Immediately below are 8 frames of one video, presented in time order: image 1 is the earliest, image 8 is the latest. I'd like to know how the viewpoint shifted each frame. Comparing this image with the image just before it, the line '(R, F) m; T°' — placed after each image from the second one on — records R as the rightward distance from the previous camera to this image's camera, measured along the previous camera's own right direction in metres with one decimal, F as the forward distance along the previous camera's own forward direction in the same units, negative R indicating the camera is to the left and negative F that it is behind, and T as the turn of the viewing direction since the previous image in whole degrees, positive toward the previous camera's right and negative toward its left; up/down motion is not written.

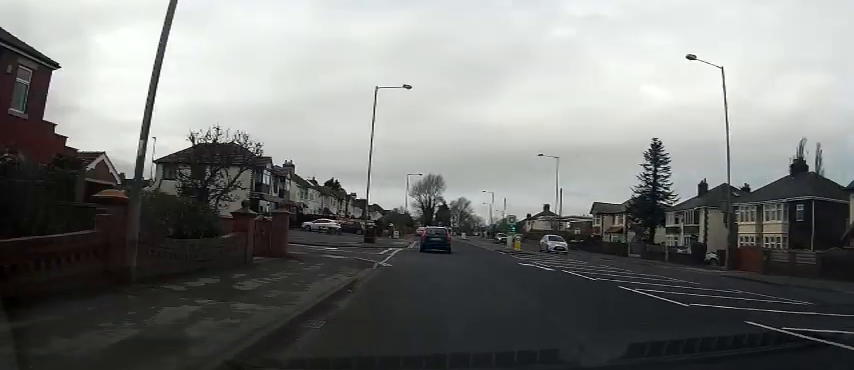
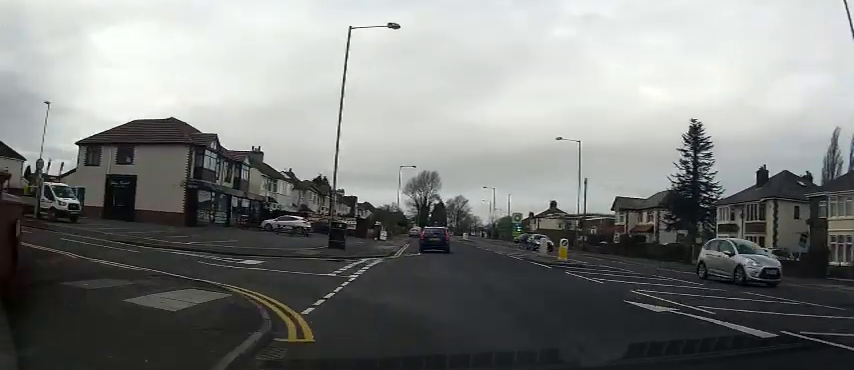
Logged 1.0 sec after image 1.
(+0.1, +12.6) m; 0°
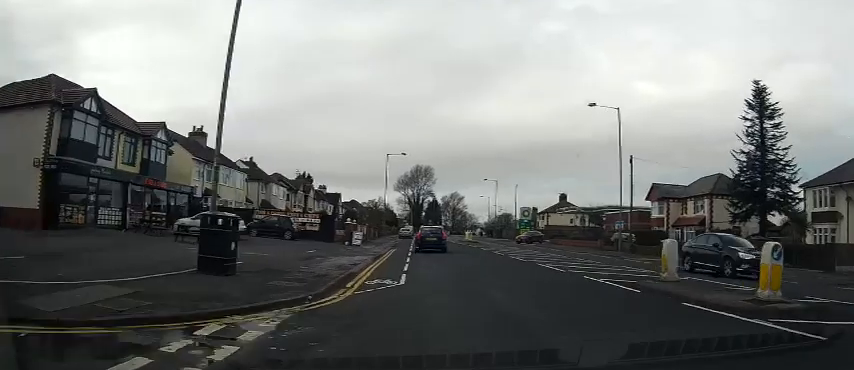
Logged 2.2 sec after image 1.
(0.0, +14.8) m; 0°
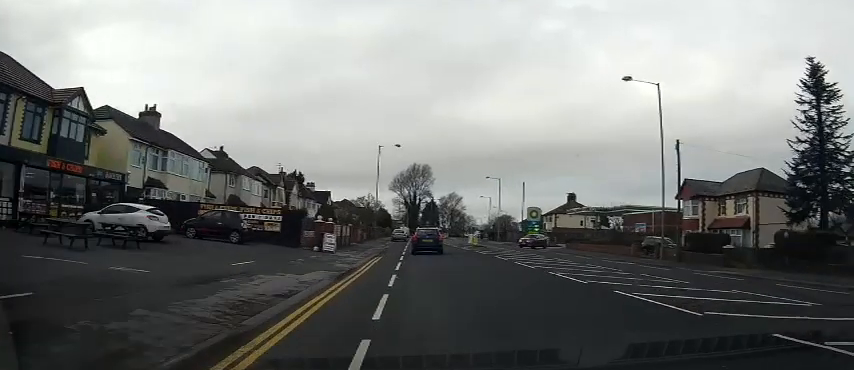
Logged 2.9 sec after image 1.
(0.0, +9.0) m; 0°
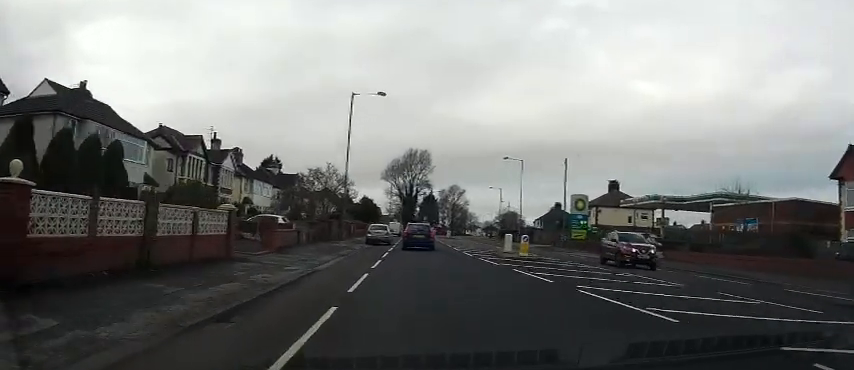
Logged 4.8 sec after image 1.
(-0.1, +24.6) m; 0°
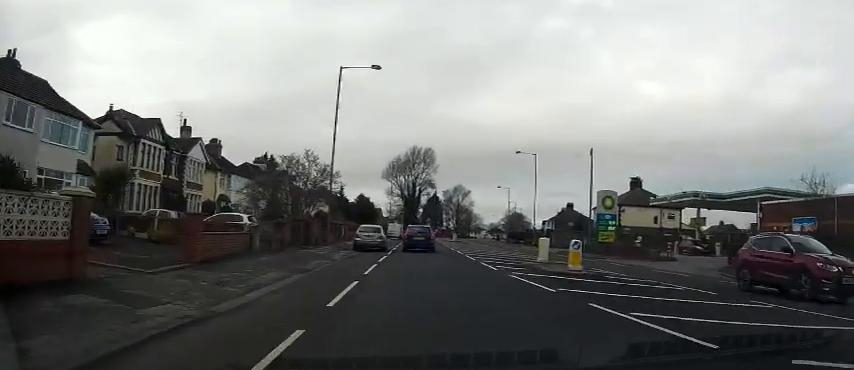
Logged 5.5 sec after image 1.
(0.0, +7.7) m; 0°
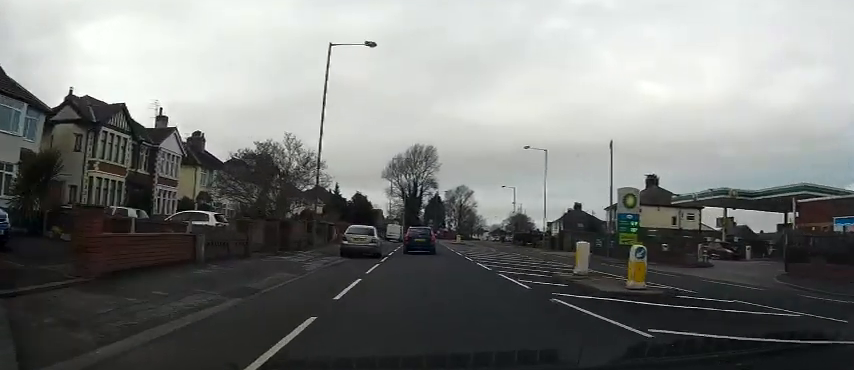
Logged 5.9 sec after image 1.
(0.0, +5.1) m; 0°
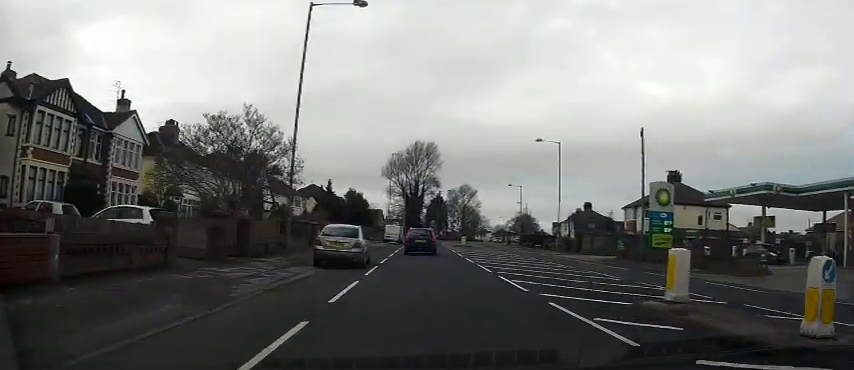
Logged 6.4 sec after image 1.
(0.0, +6.1) m; 0°
